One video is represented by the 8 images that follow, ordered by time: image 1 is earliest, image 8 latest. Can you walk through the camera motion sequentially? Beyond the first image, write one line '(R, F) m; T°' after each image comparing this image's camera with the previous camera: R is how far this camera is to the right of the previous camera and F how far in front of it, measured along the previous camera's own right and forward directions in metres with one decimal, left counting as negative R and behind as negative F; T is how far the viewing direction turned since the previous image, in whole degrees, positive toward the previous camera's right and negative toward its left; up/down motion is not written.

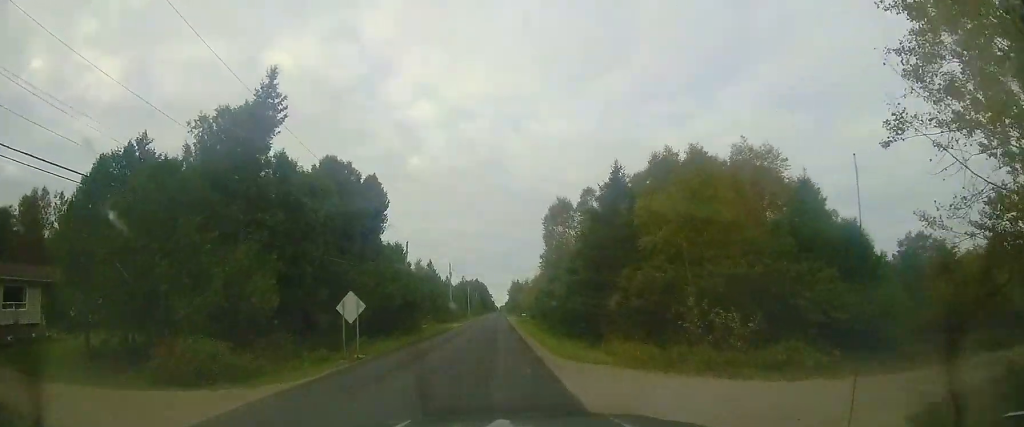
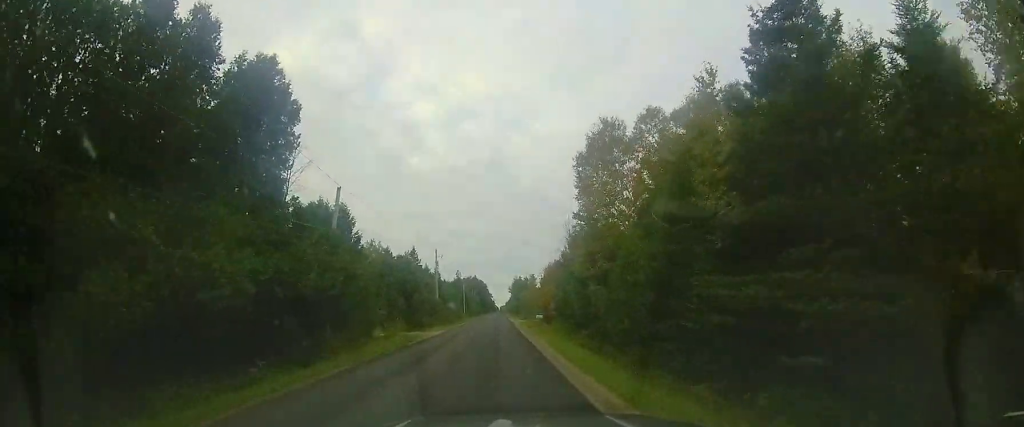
(-0.4, +19.5) m; -2°
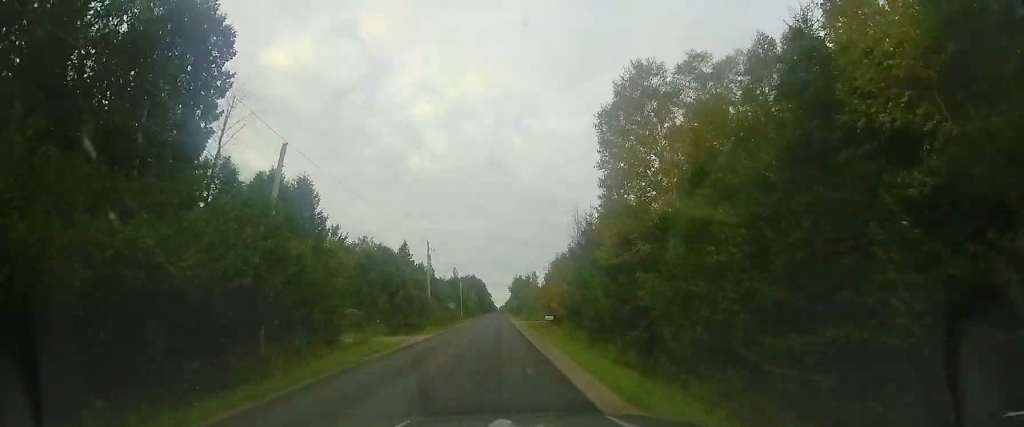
(0.0, +7.0) m; 0°
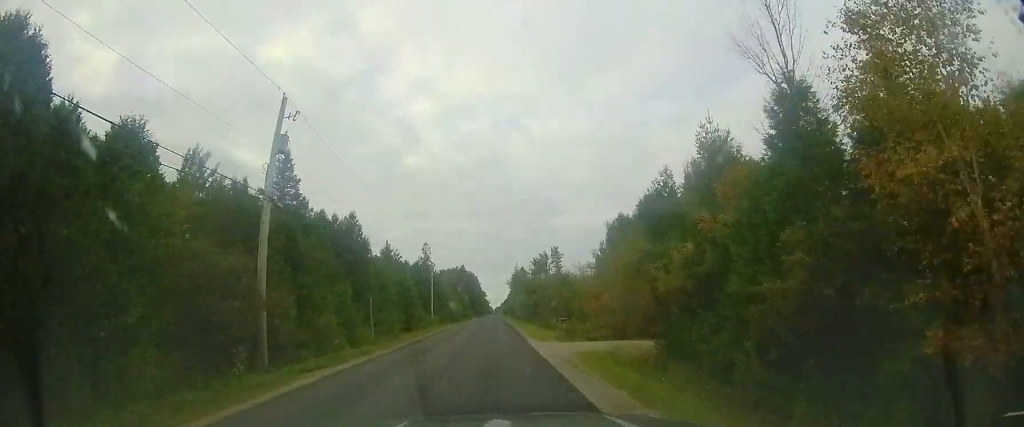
(0.0, +33.8) m; +1°
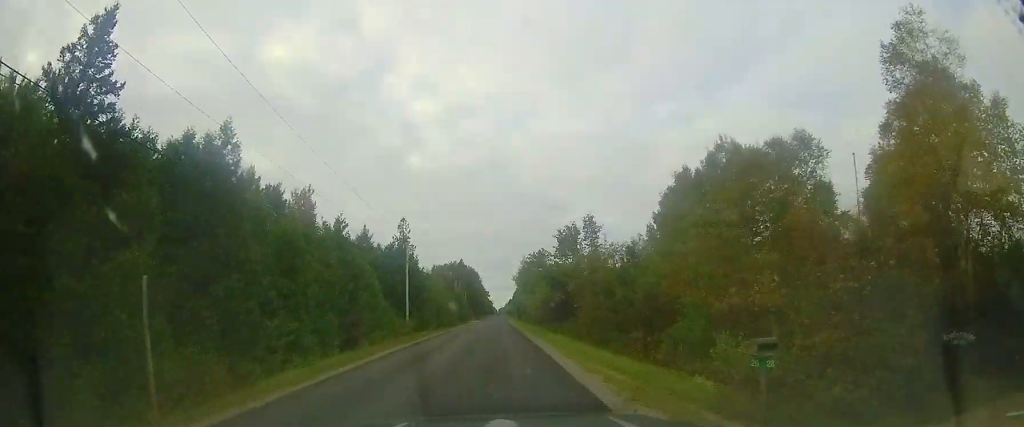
(+0.1, +7.7) m; 0°
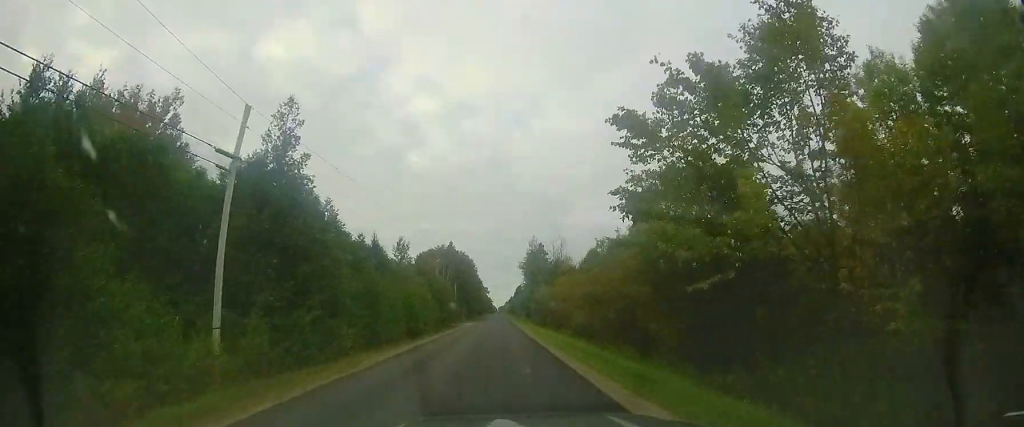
(-0.3, +30.0) m; -1°
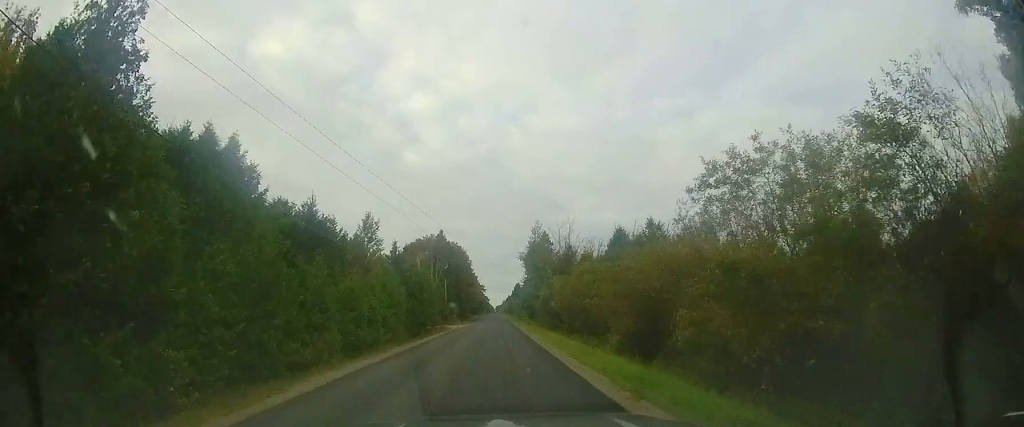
(0.0, +13.3) m; 0°
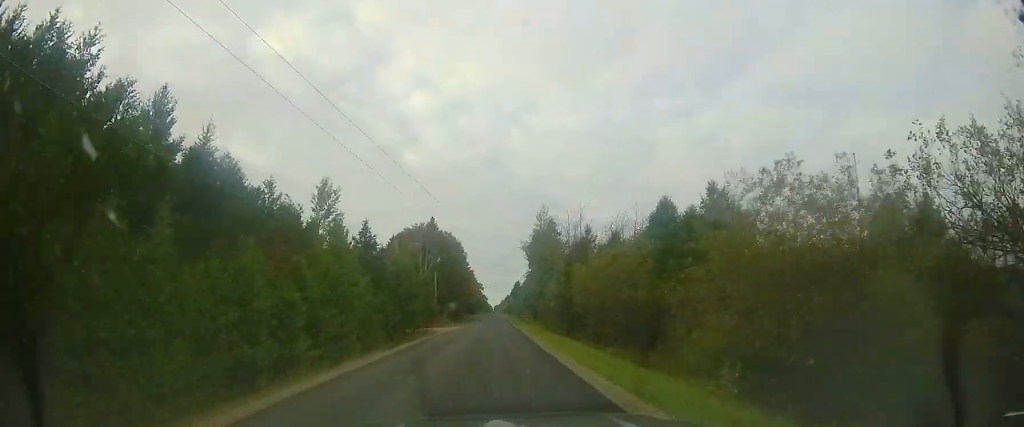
(-0.1, +11.4) m; +1°
